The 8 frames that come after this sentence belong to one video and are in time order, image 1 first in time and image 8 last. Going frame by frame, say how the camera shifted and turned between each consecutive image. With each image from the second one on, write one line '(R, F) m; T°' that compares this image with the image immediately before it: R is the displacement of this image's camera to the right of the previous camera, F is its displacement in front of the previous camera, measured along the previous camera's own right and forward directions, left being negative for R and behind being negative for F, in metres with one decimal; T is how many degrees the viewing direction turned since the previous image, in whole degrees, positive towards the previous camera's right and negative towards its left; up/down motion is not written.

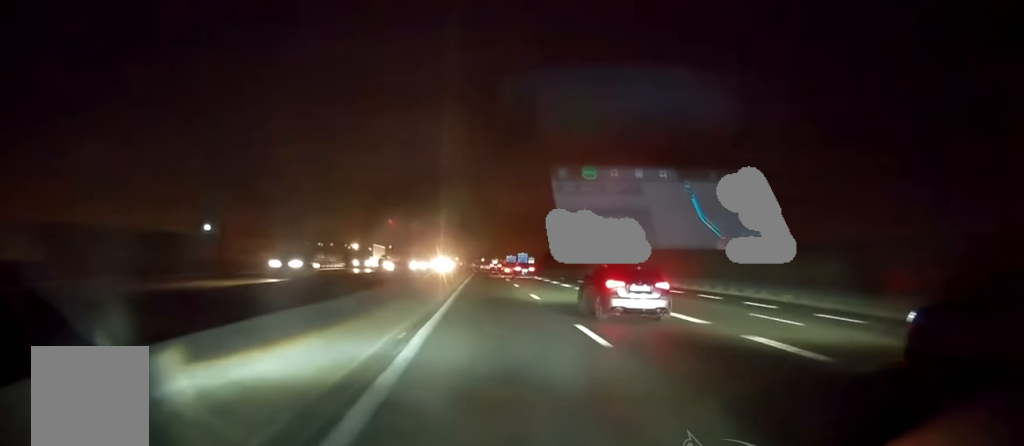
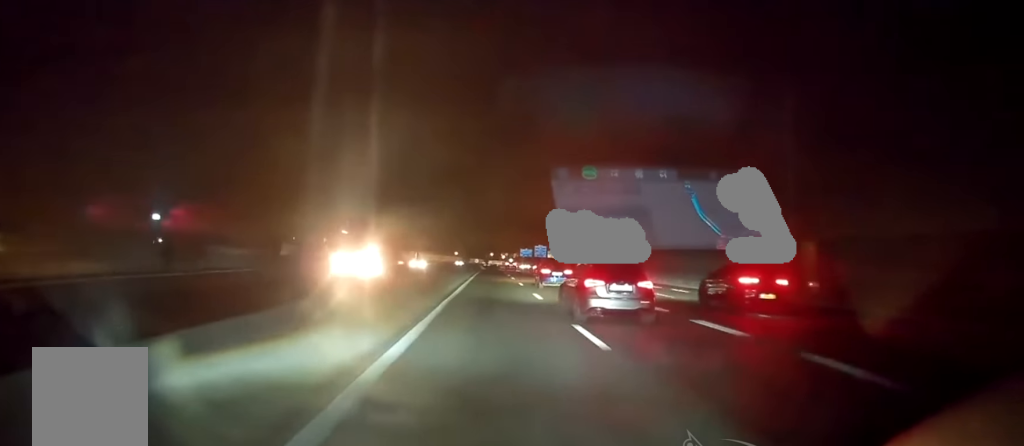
(-0.2, +65.6) m; 0°
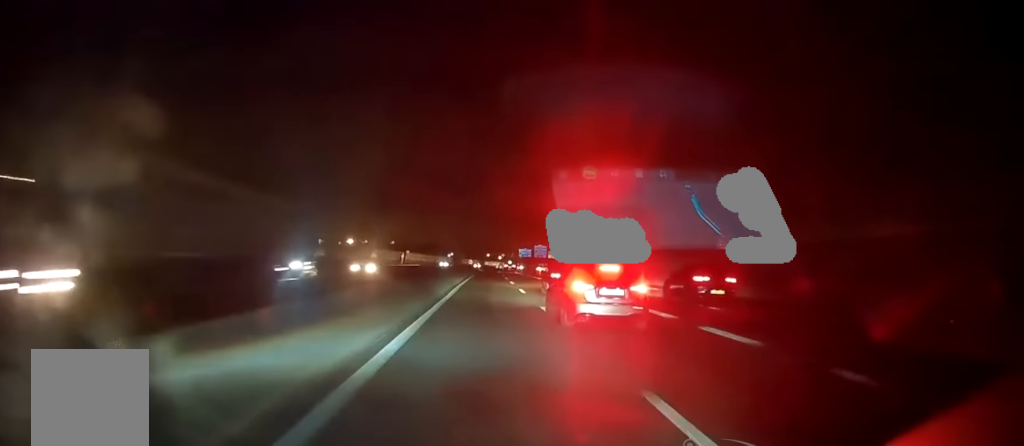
(0.0, +19.0) m; 0°
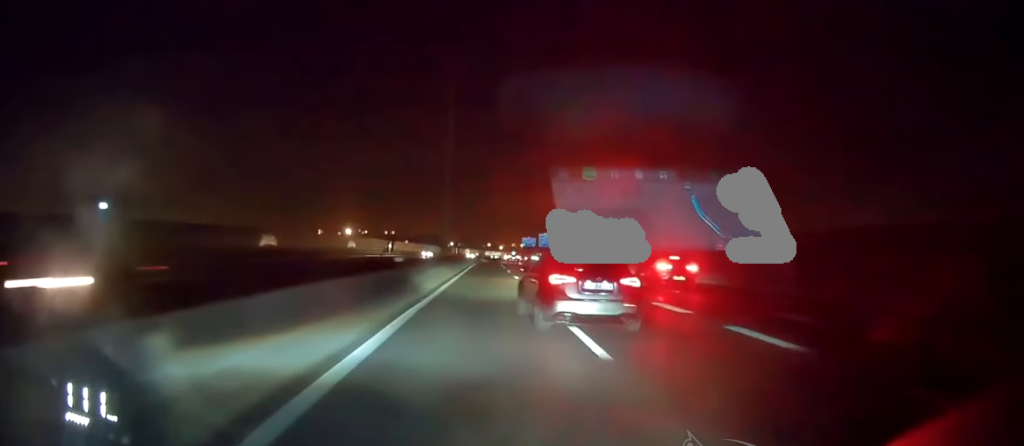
(-0.1, +20.5) m; 0°
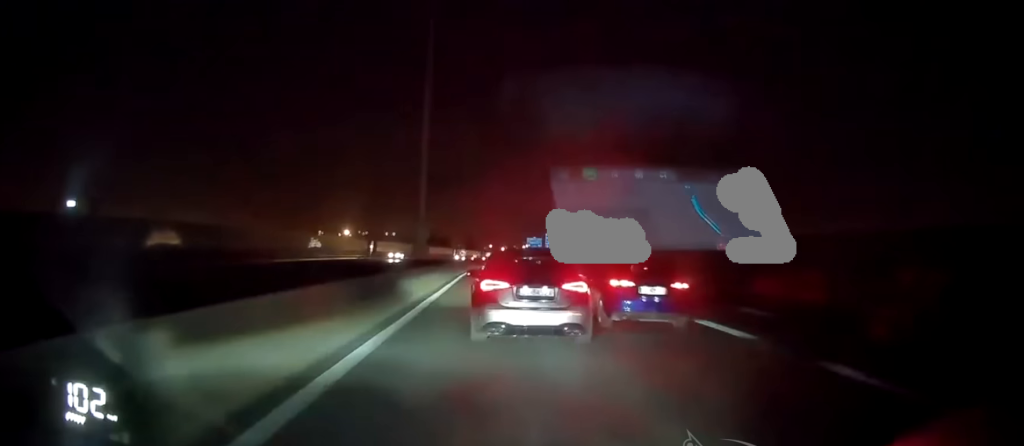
(+0.1, +22.3) m; 0°
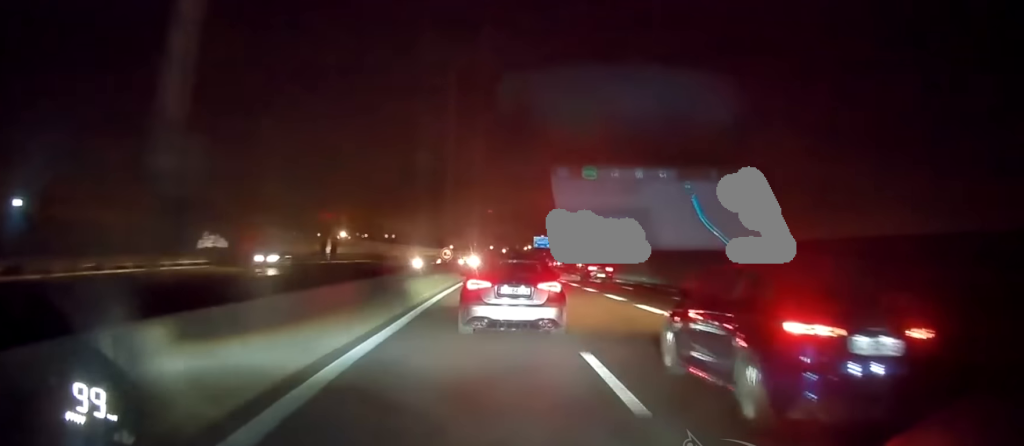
(0.0, +31.1) m; 0°
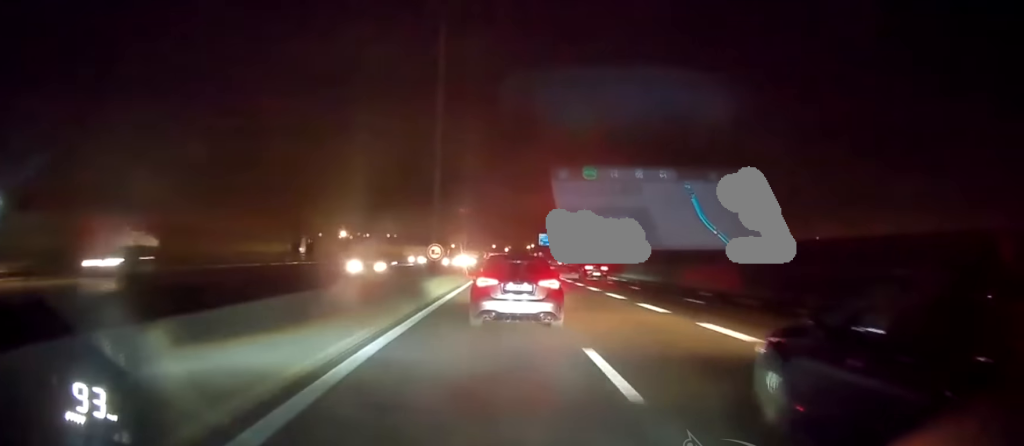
(0.0, +12.2) m; 0°
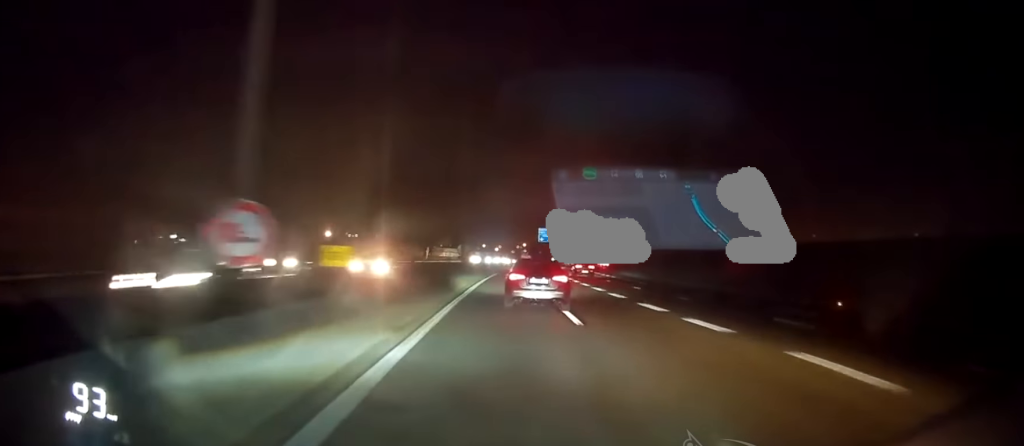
(+0.3, +31.9) m; +1°
